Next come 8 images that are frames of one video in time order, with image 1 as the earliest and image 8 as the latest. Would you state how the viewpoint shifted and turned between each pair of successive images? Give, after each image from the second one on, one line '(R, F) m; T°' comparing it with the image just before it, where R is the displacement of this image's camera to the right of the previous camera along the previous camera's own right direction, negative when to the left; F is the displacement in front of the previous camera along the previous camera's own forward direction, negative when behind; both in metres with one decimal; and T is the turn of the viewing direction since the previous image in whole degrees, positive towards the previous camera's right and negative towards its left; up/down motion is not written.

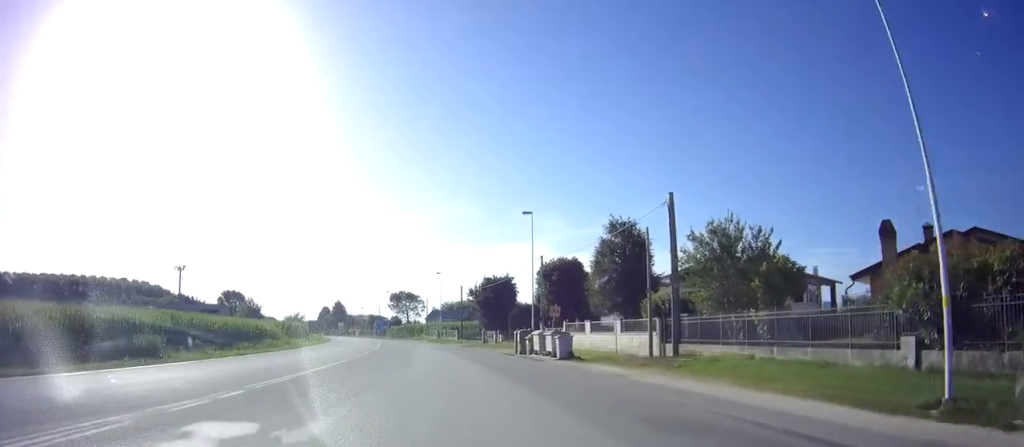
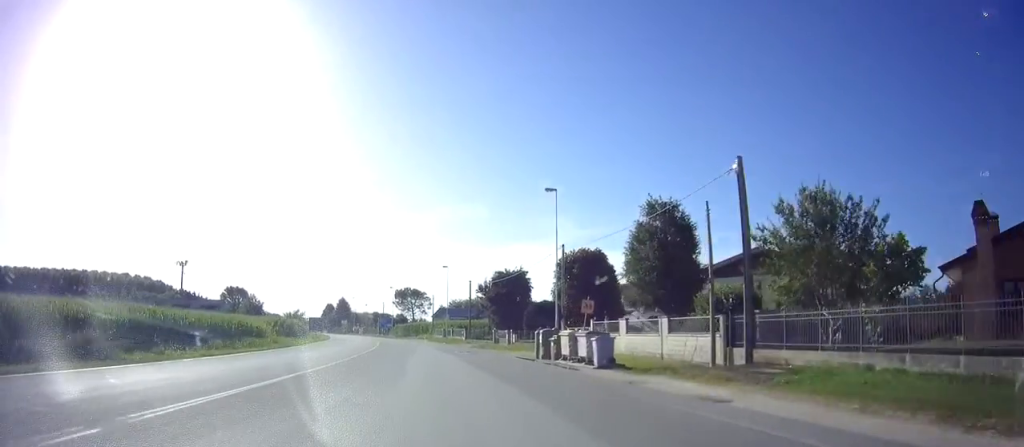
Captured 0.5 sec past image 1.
(+0.2, +5.7) m; -1°
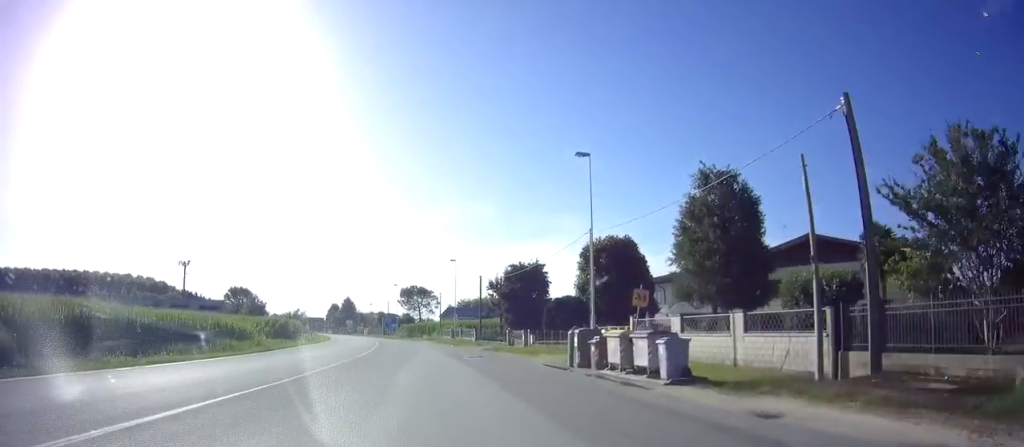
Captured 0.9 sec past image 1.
(-0.3, +6.1) m; -2°
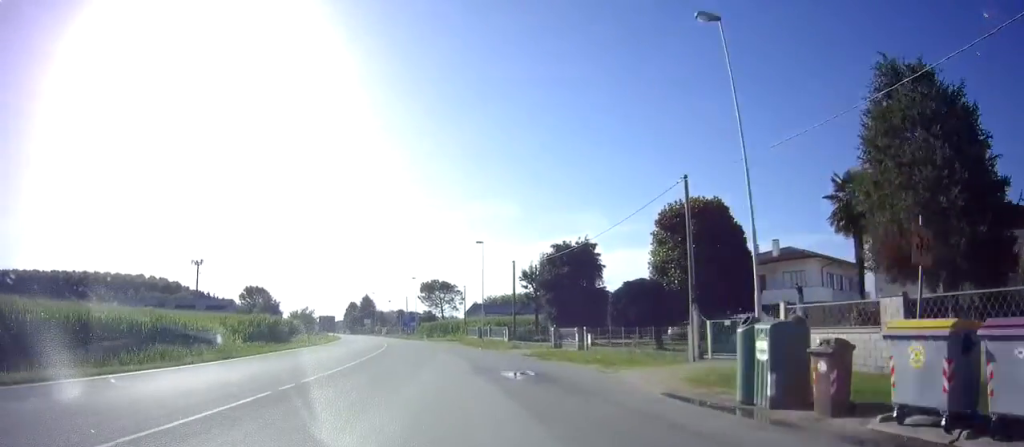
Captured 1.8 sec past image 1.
(-0.4, +11.2) m; -3°
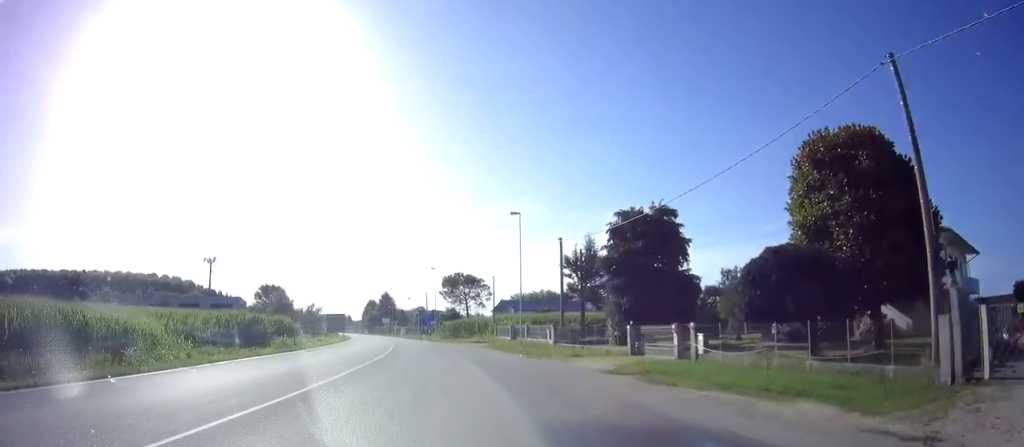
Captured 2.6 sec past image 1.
(-0.1, +11.4) m; -3°
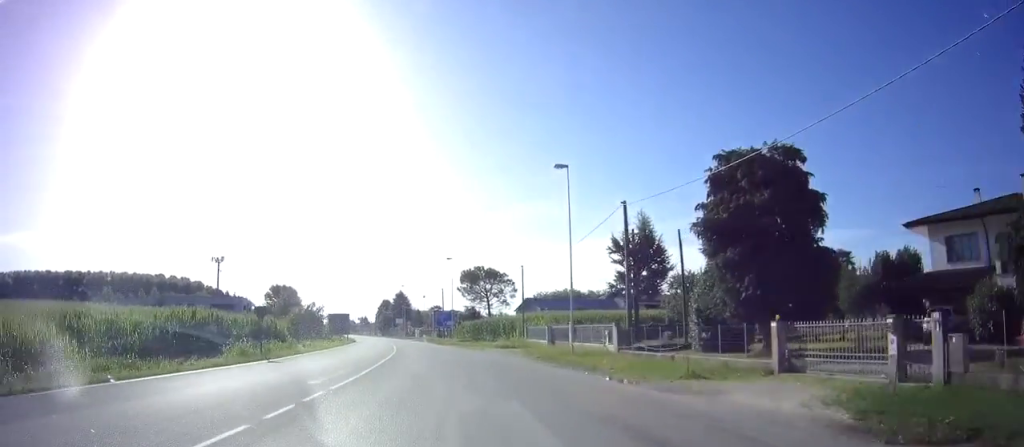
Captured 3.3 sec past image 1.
(-0.4, +11.1) m; -3°
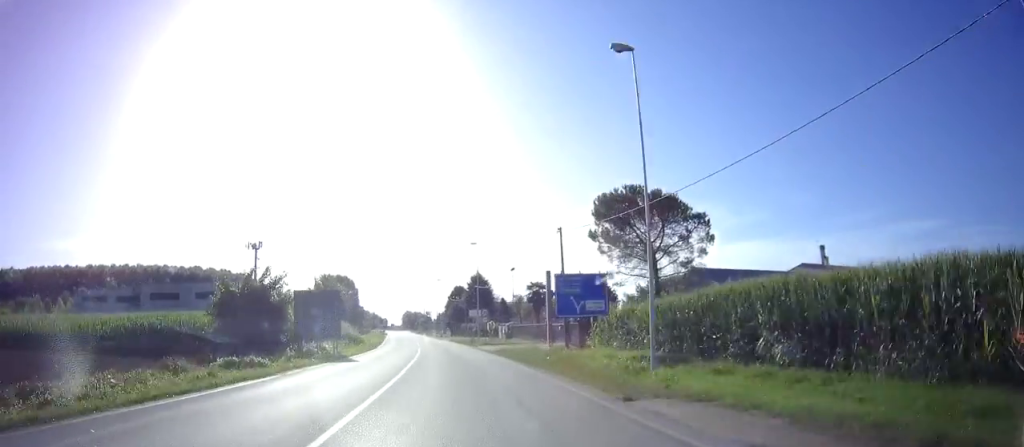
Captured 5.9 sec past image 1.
(-2.4, +43.4) m; -7°
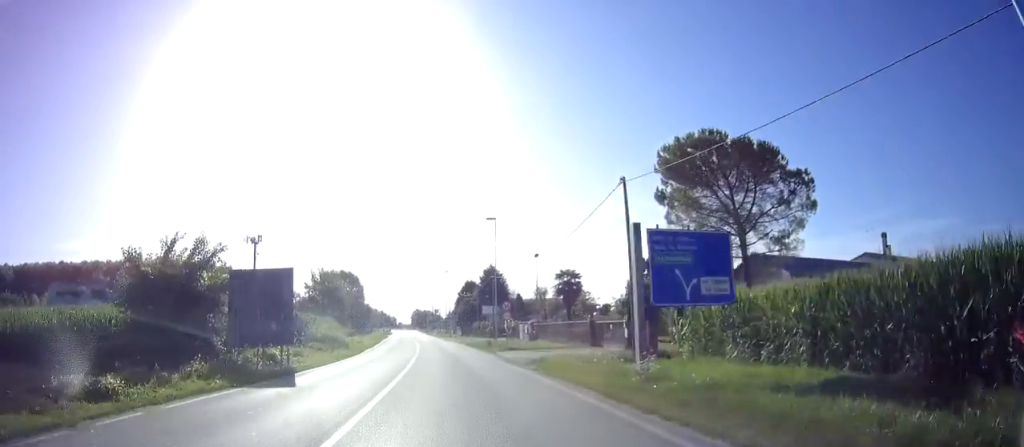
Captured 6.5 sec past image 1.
(-0.4, +11.4) m; -1°
